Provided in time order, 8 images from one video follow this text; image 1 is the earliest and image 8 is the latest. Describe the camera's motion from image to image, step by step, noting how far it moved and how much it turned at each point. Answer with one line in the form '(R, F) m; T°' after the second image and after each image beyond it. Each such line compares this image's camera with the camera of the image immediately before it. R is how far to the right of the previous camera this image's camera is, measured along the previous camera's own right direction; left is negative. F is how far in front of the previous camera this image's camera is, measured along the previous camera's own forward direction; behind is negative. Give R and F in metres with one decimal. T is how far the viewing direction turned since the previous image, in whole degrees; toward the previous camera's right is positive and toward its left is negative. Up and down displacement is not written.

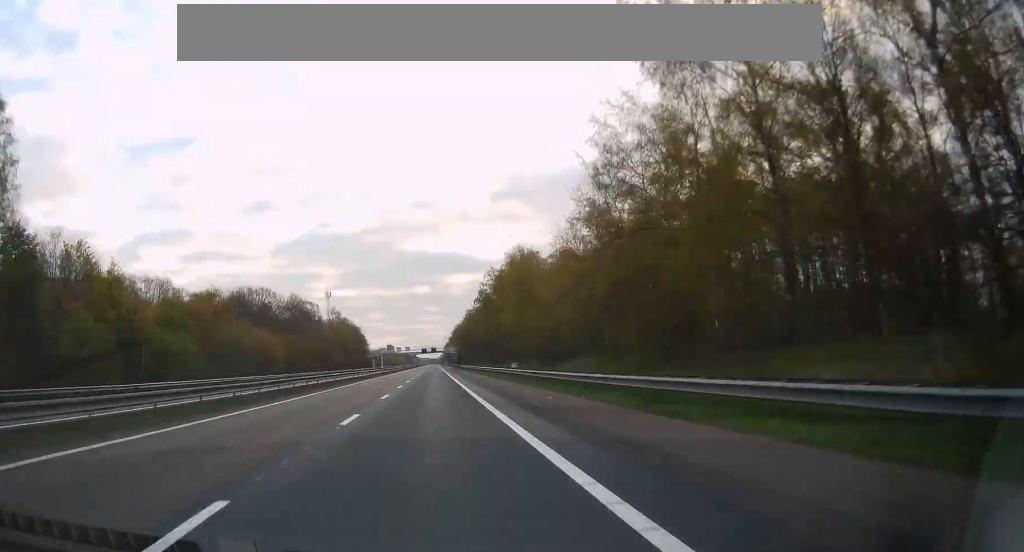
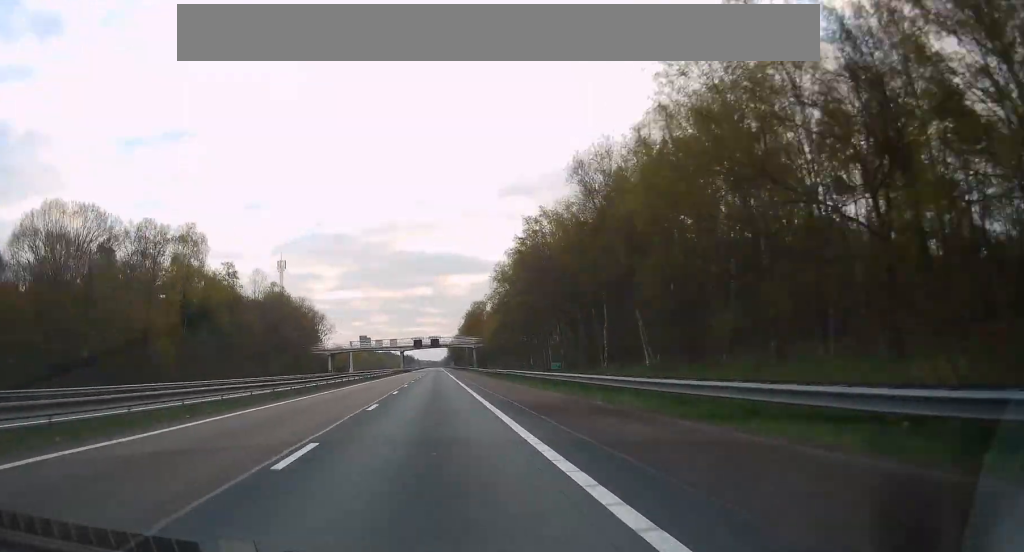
(+0.5, +114.3) m; 0°
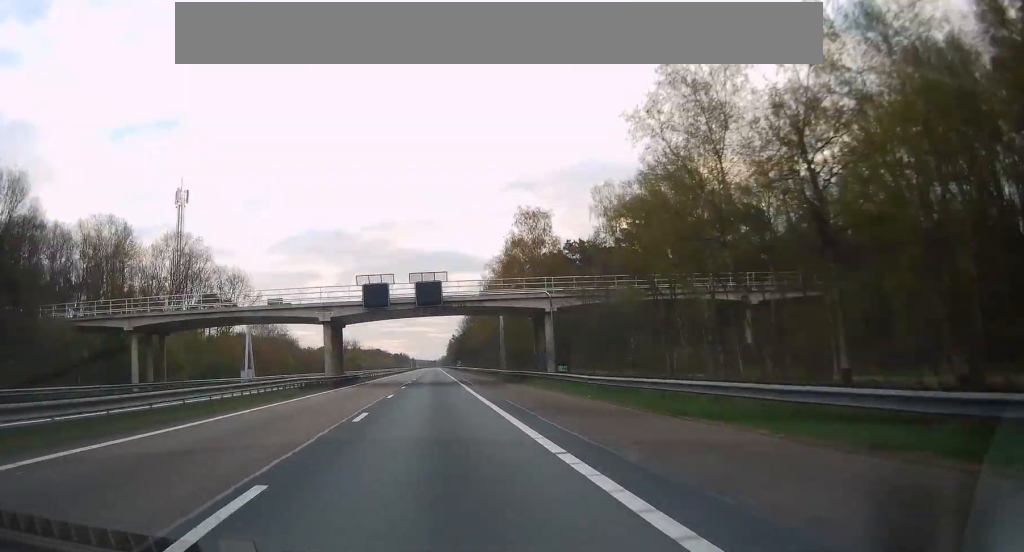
(+0.2, +102.7) m; 0°
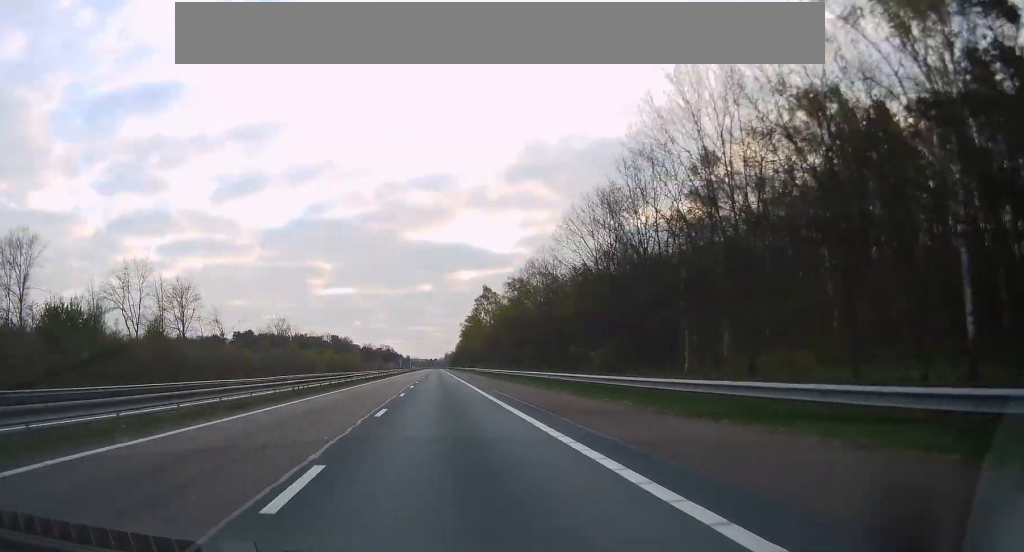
(+1.1, +267.8) m; 0°
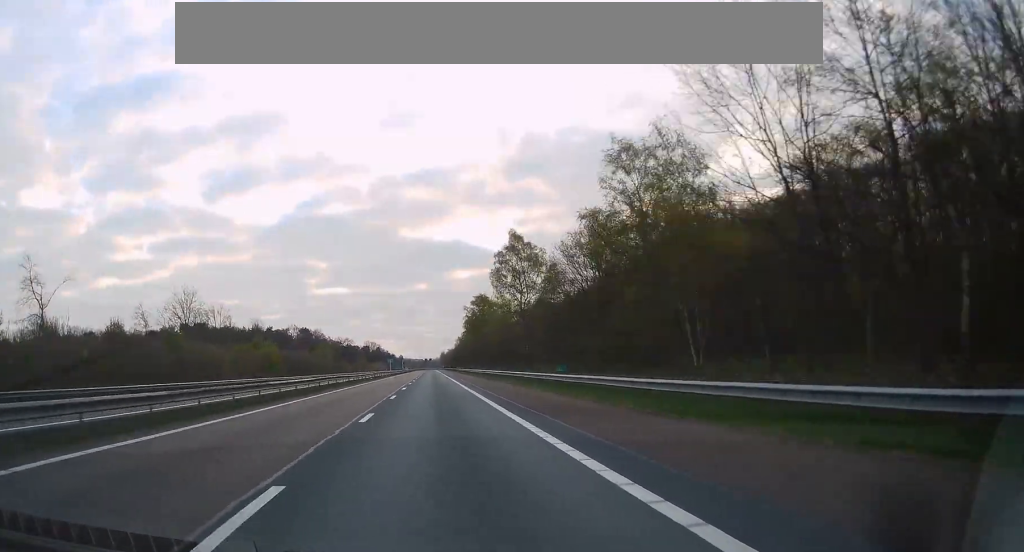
(-0.4, +49.6) m; 0°
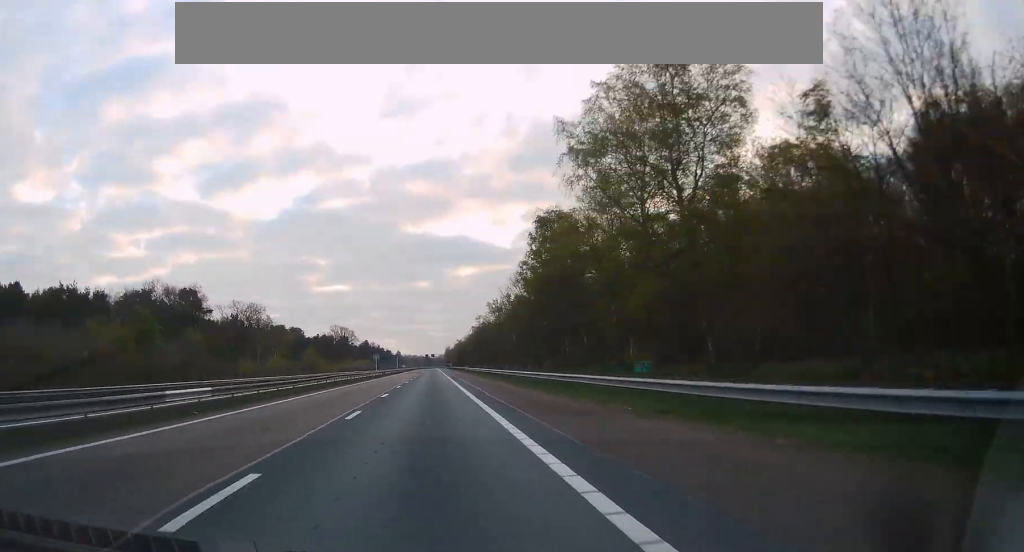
(-0.3, +105.7) m; 0°
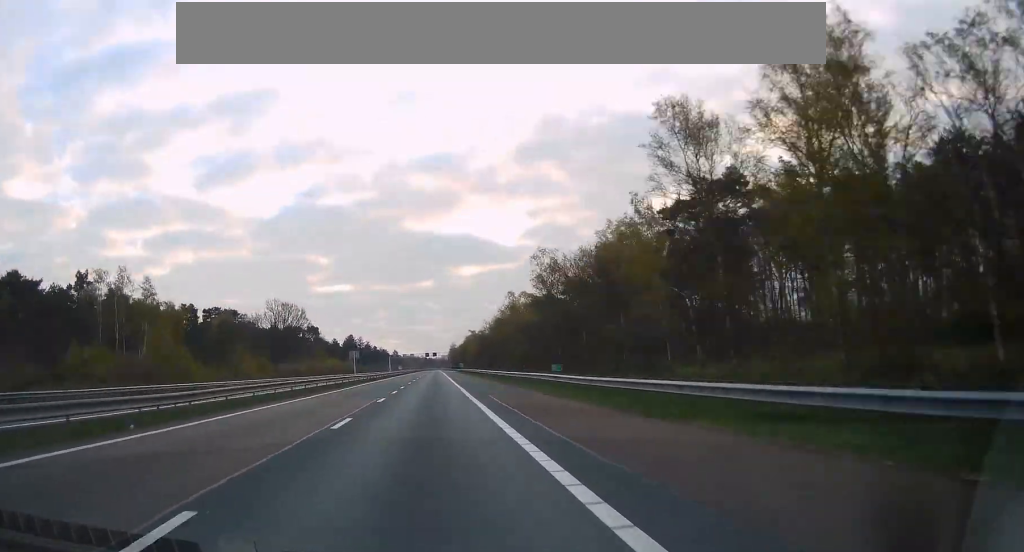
(+0.1, +82.7) m; 0°
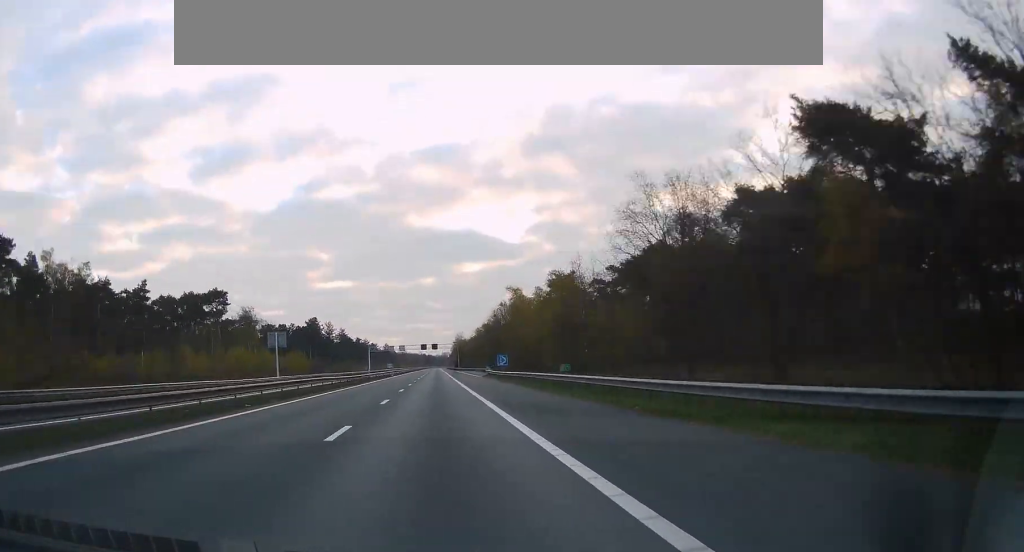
(0.0, +105.9) m; 0°
